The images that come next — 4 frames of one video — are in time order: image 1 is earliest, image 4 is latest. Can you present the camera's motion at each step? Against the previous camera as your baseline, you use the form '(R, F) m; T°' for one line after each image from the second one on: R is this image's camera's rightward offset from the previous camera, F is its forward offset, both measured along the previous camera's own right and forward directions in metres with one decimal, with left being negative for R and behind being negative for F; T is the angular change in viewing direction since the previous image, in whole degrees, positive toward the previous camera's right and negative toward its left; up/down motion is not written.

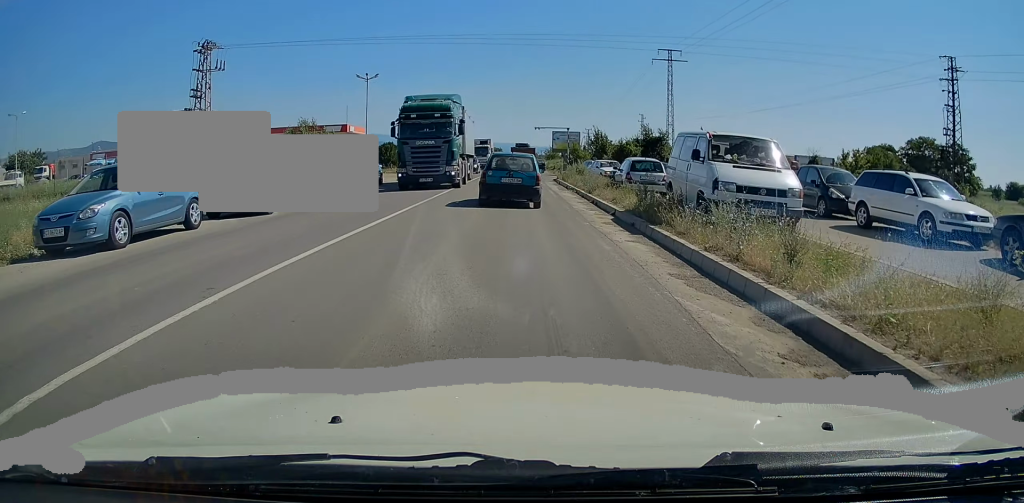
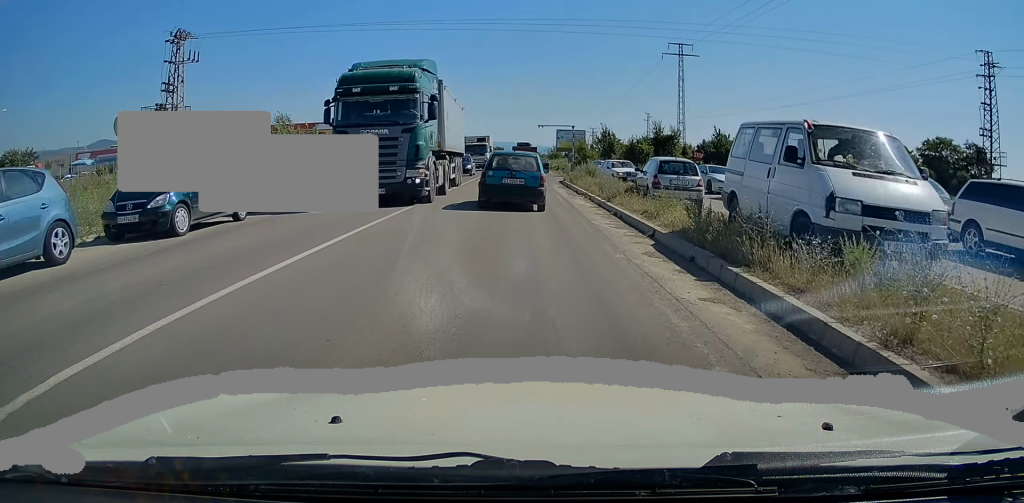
(+0.1, +4.4) m; +1°
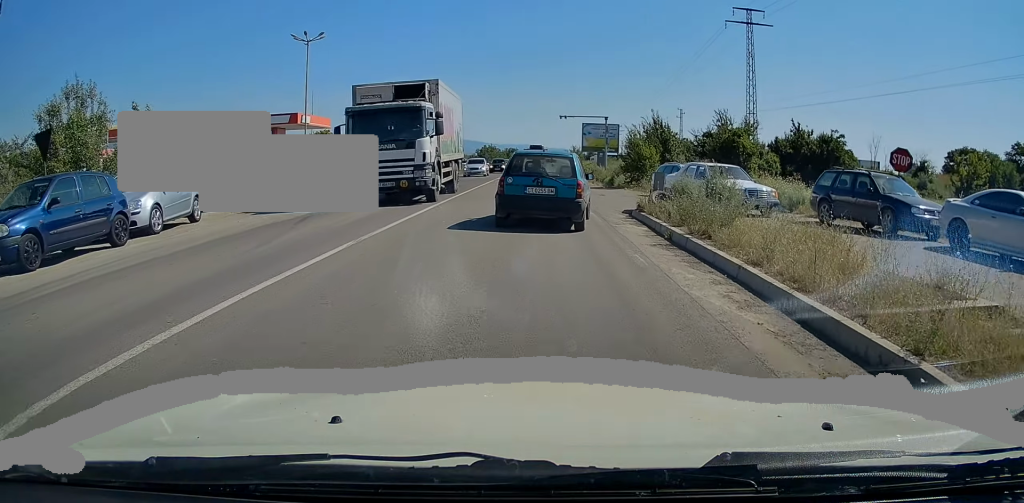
(-0.5, +20.5) m; -3°
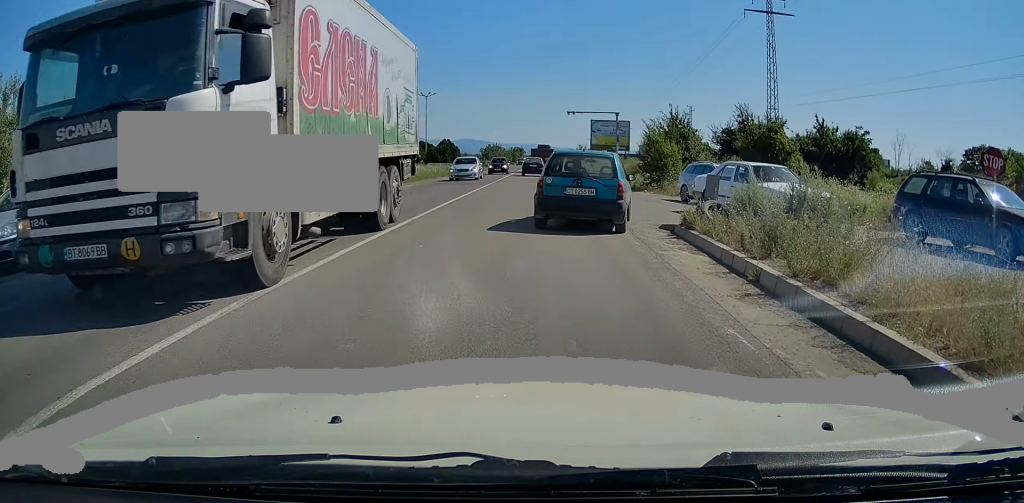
(0.0, +4.0) m; -2°
